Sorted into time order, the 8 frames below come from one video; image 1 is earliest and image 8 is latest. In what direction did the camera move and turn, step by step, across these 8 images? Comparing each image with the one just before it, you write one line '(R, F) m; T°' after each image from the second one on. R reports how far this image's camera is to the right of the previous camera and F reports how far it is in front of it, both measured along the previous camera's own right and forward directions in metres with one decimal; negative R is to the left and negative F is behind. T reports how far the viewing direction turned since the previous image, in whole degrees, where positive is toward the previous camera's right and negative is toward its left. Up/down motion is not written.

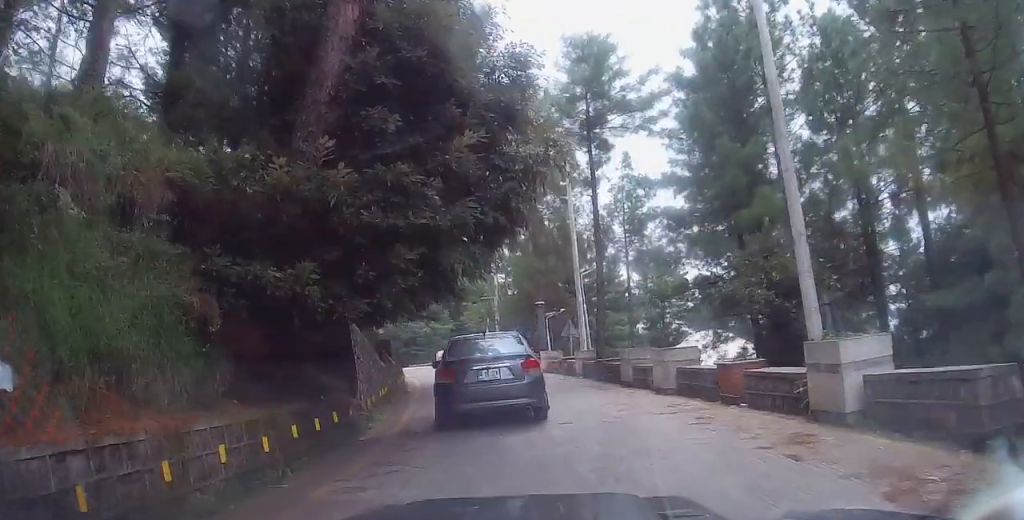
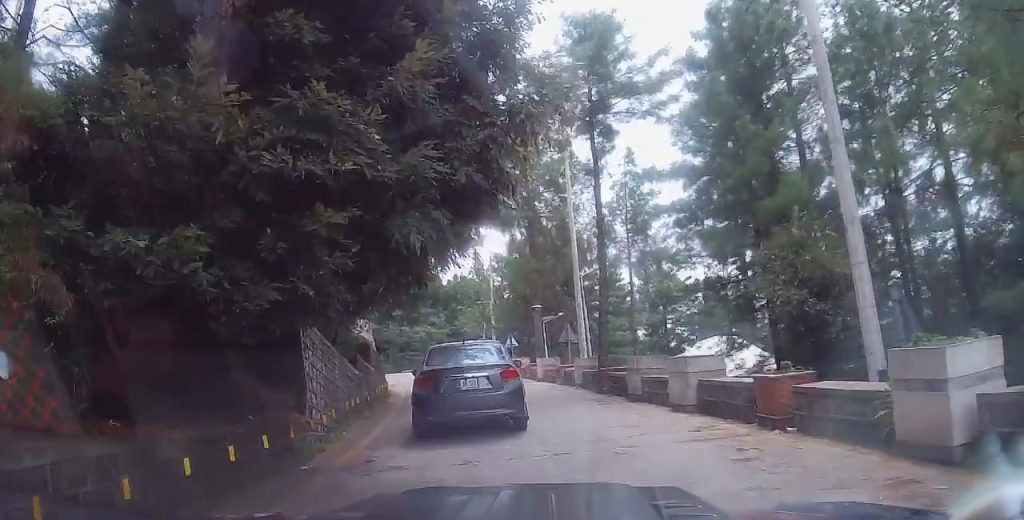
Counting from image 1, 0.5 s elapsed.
(-0.2, +2.1) m; -3°
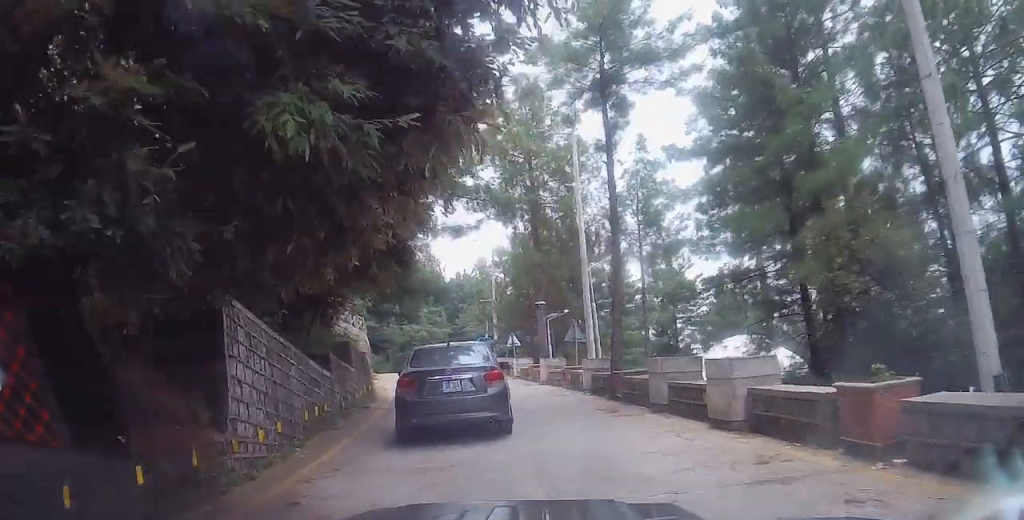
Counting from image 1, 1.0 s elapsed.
(-0.1, +2.4) m; -2°
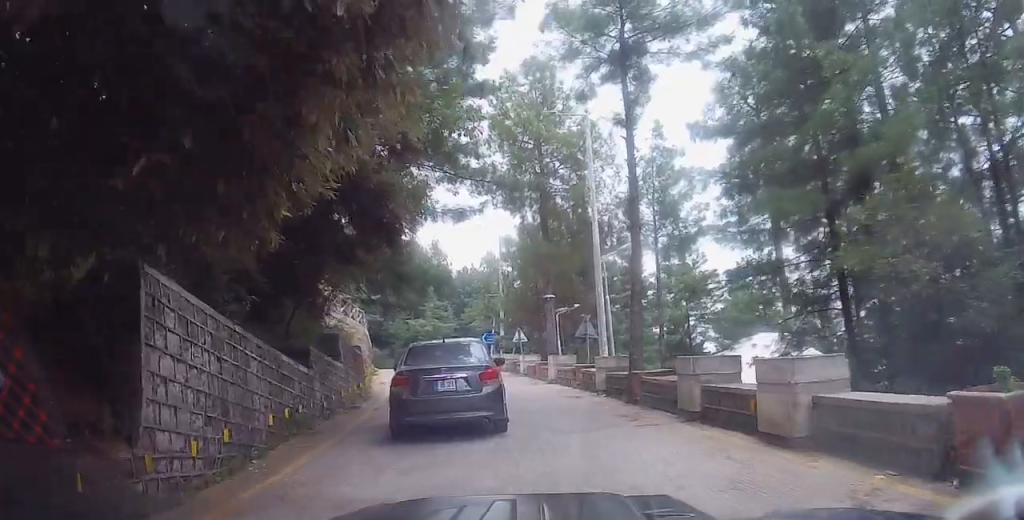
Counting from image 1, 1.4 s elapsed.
(0.0, +1.8) m; 0°
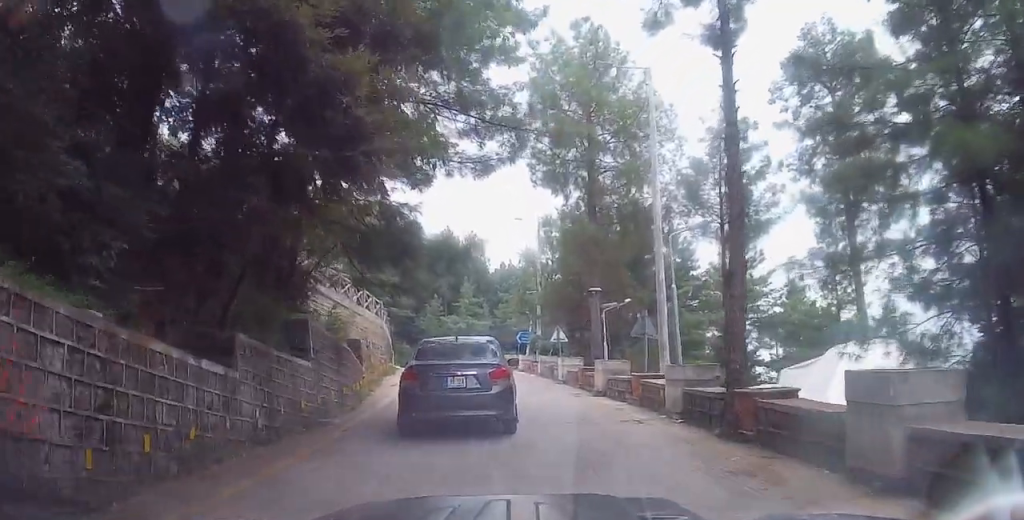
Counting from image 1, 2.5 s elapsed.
(0.0, +4.7) m; 0°
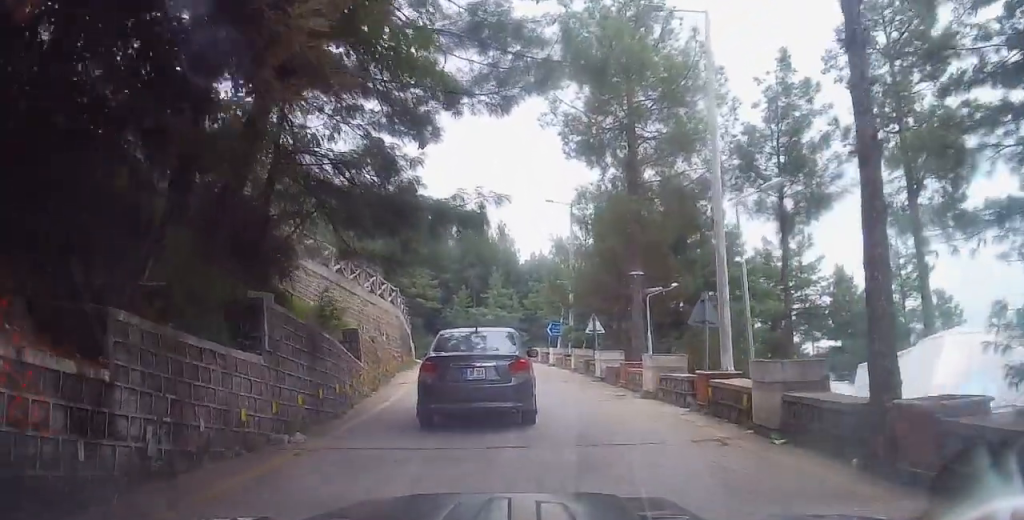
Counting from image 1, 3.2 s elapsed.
(0.0, +3.1) m; -3°
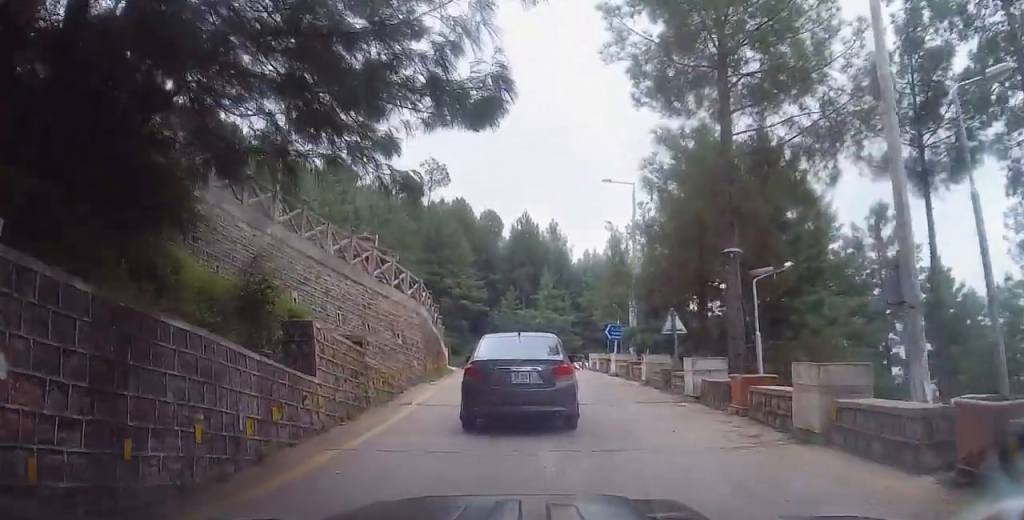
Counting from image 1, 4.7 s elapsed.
(-0.5, +5.5) m; -4°
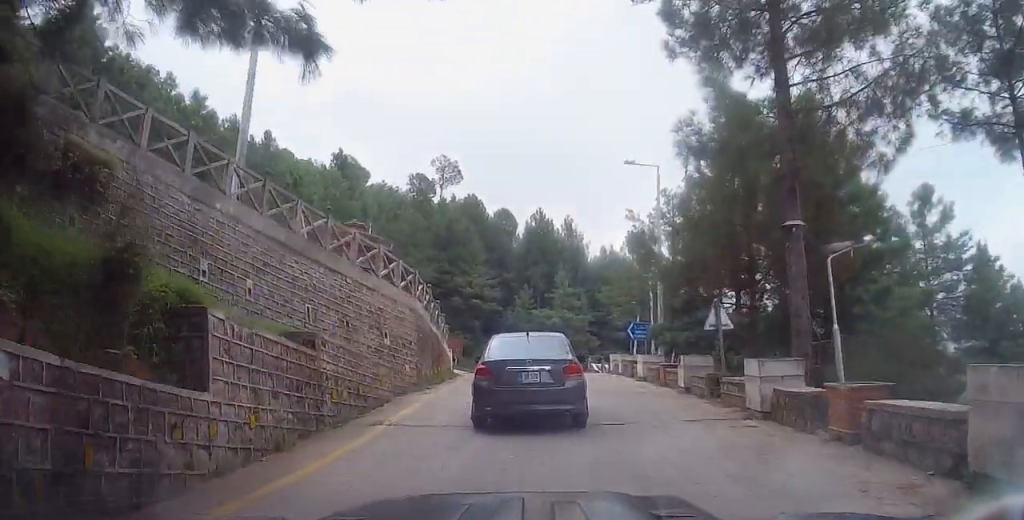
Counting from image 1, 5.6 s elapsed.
(+0.3, +3.3) m; 0°
